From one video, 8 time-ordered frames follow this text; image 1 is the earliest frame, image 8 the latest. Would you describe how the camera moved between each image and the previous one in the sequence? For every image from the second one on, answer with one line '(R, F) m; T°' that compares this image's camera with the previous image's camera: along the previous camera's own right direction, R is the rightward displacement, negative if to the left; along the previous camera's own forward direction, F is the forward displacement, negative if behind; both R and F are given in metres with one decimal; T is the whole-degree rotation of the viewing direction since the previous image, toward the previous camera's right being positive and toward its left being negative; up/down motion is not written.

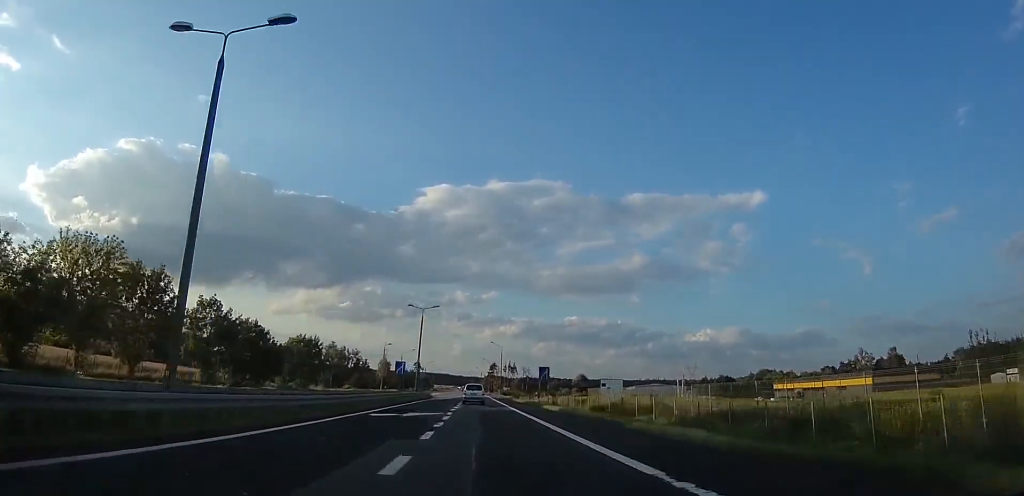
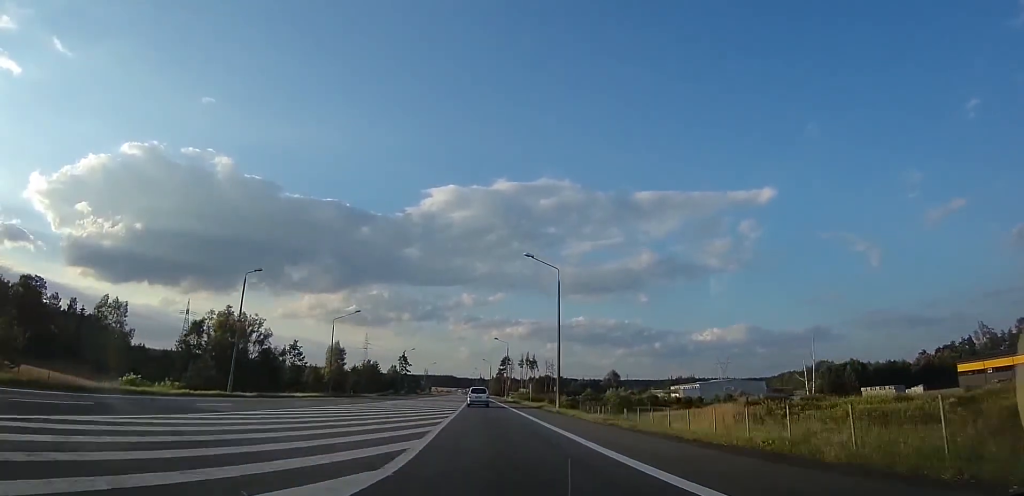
(0.0, +71.2) m; 0°
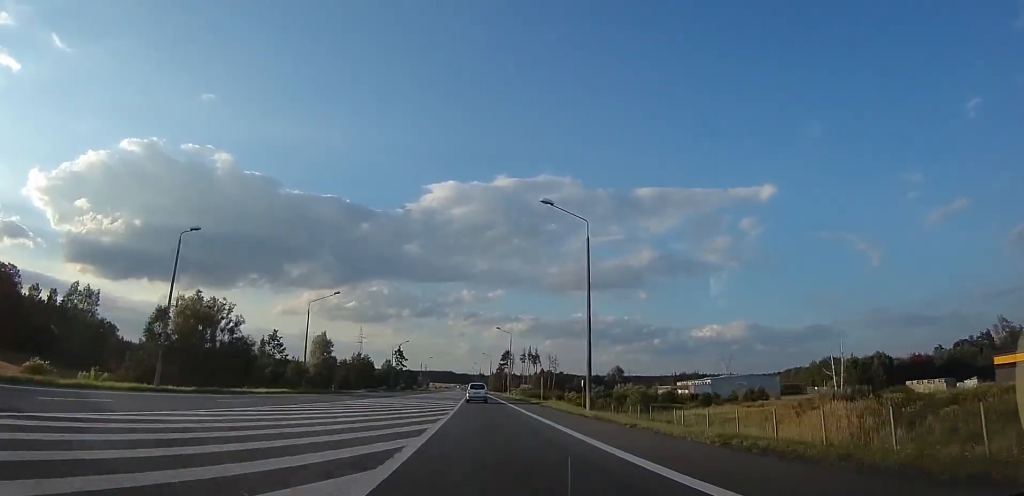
(0.0, +10.4) m; 0°
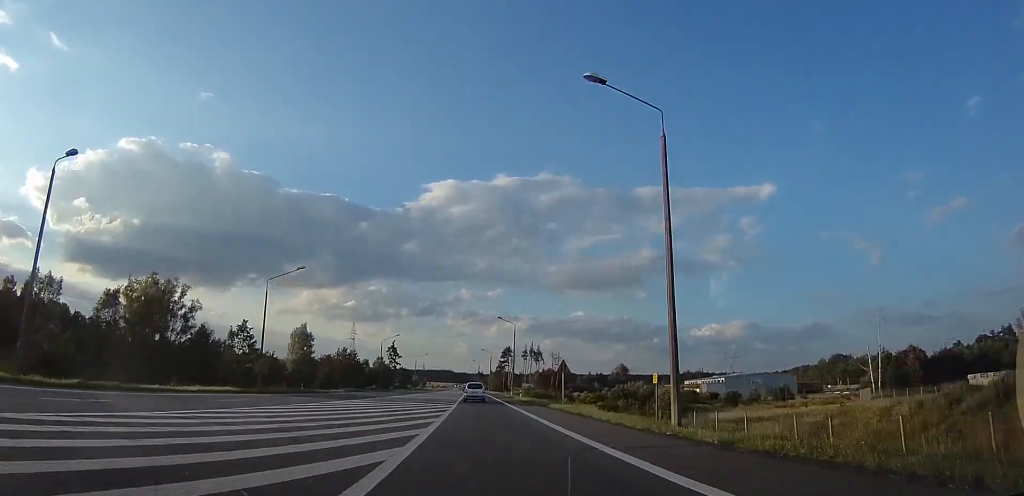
(0.0, +12.0) m; 0°
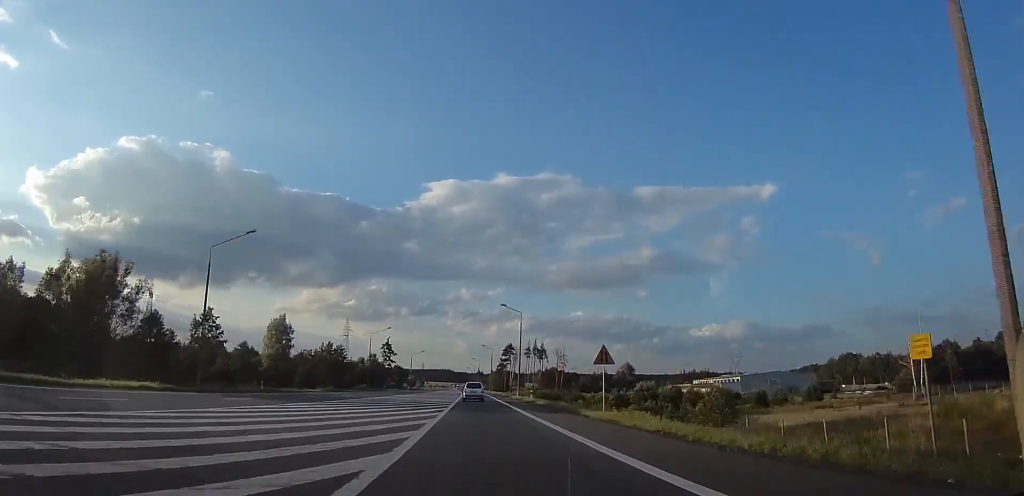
(0.0, +11.0) m; 0°
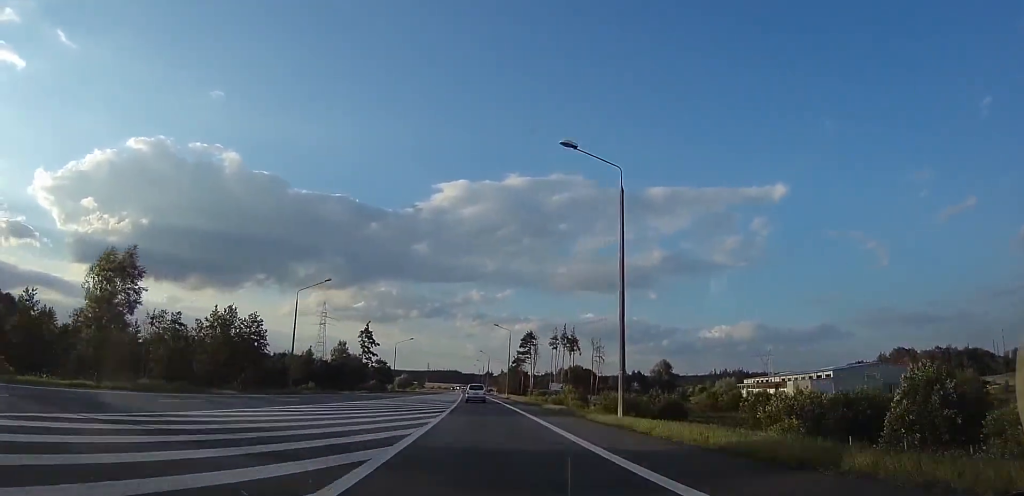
(0.0, +42.6) m; 0°
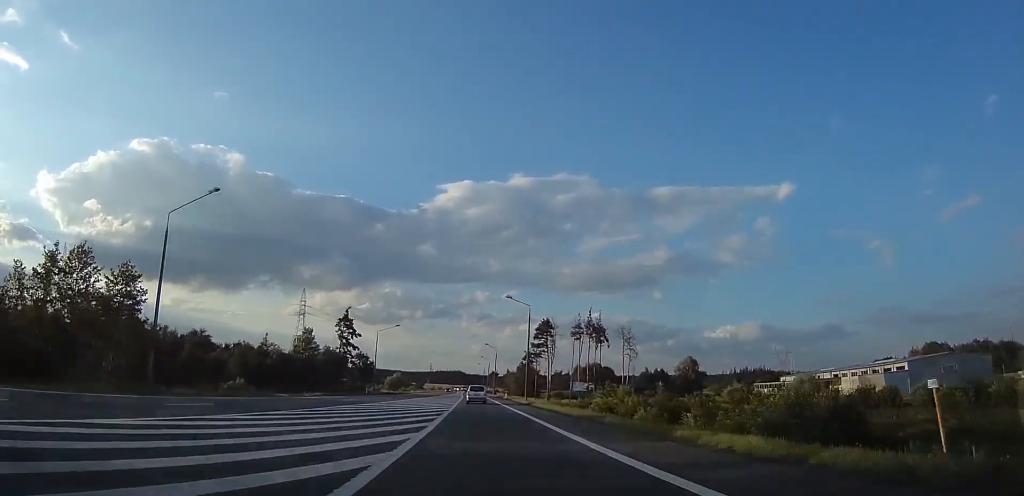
(0.0, +24.2) m; 0°
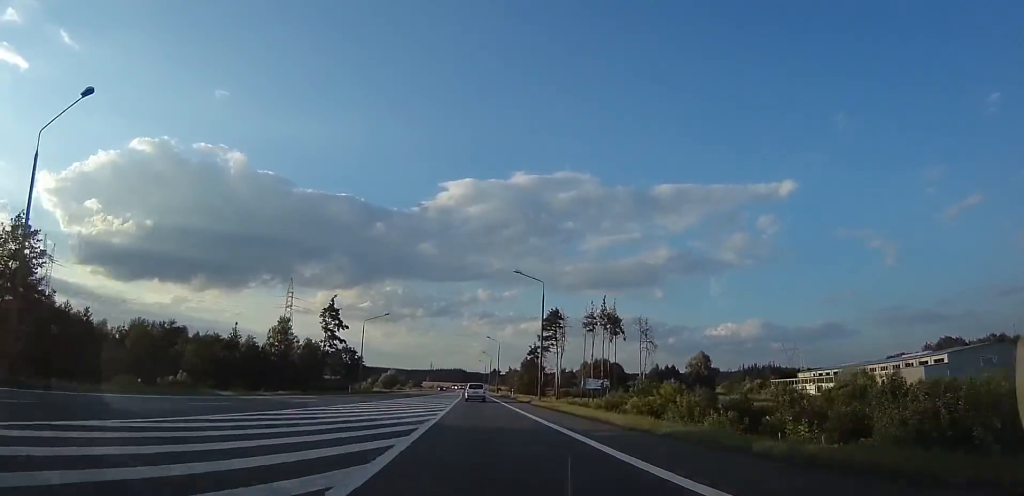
(0.0, +10.9) m; 0°
